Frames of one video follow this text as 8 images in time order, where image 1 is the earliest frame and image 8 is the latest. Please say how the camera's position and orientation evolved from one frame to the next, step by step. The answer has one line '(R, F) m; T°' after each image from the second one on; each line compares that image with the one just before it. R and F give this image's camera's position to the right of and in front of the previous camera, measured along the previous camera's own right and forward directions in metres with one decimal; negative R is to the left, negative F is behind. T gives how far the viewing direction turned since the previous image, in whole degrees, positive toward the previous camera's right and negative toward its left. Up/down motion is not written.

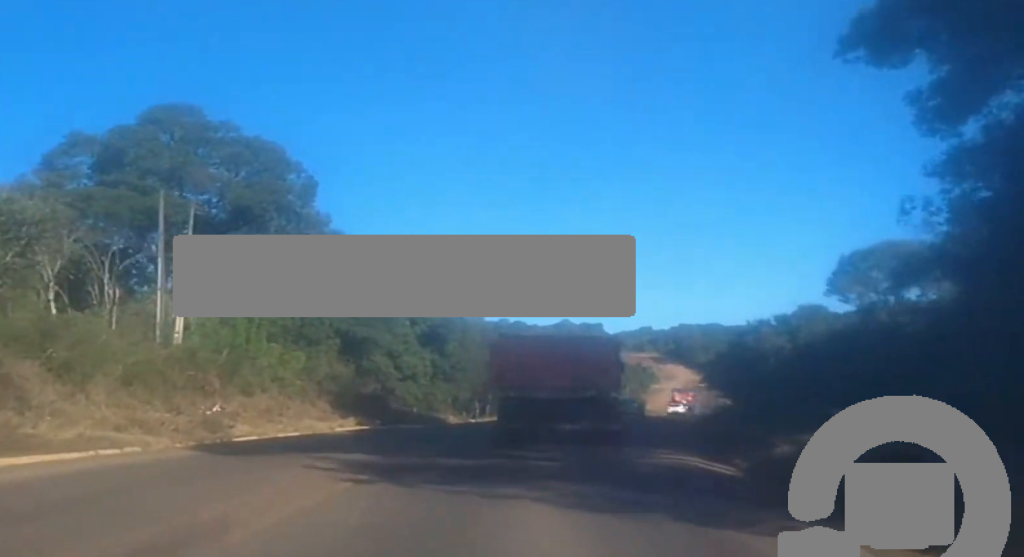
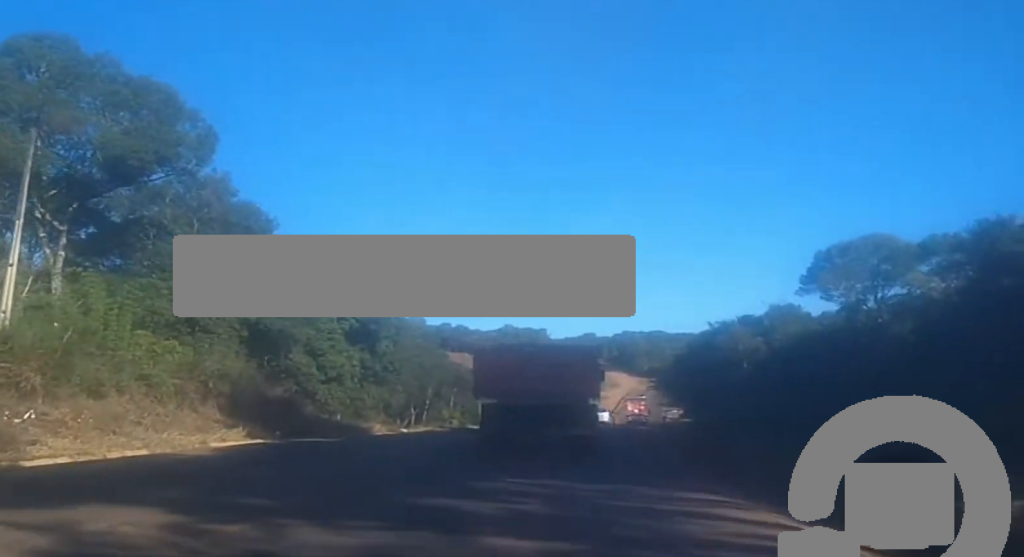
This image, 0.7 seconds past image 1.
(0.0, +9.0) m; +2°
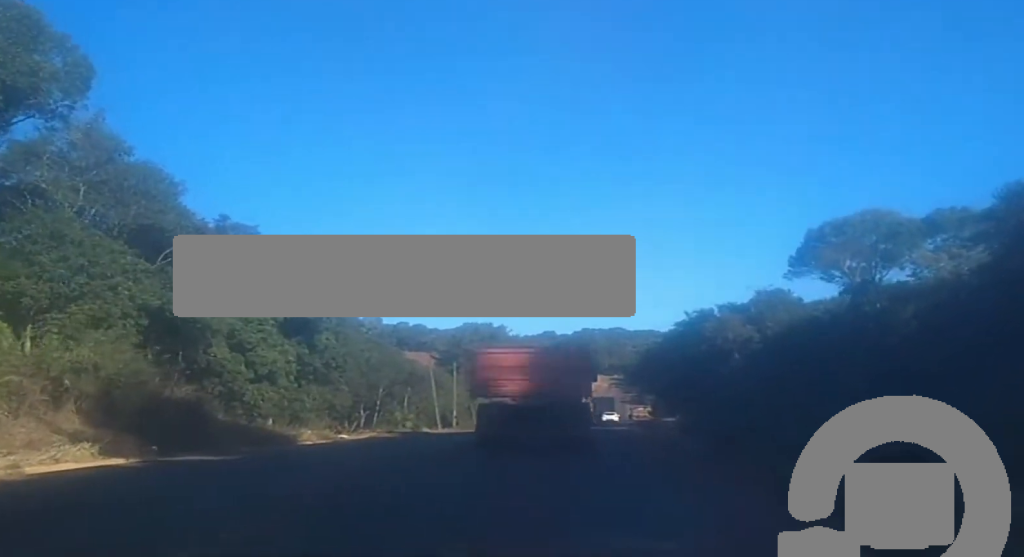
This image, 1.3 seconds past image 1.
(+0.1, +8.6) m; +2°
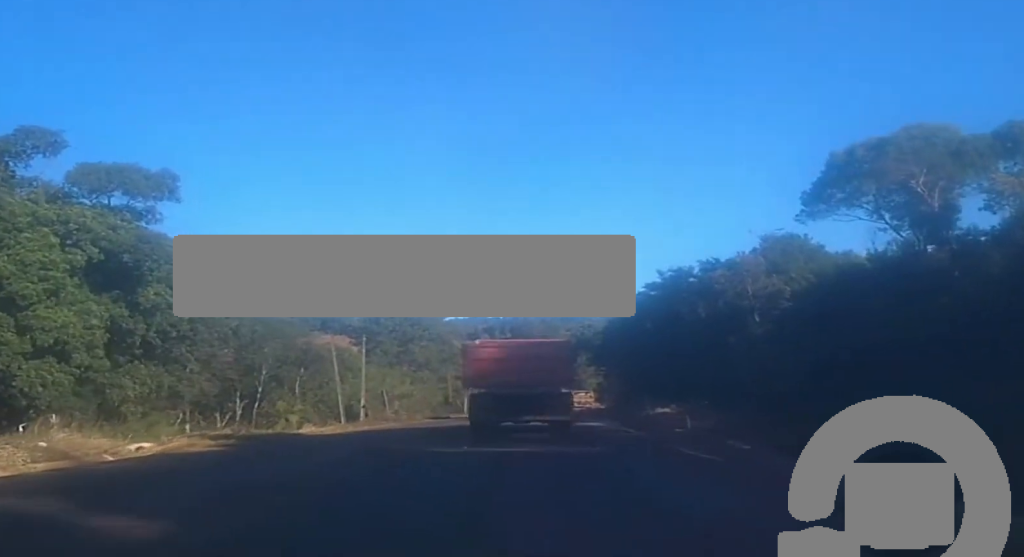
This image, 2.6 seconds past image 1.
(+0.6, +18.3) m; +5°
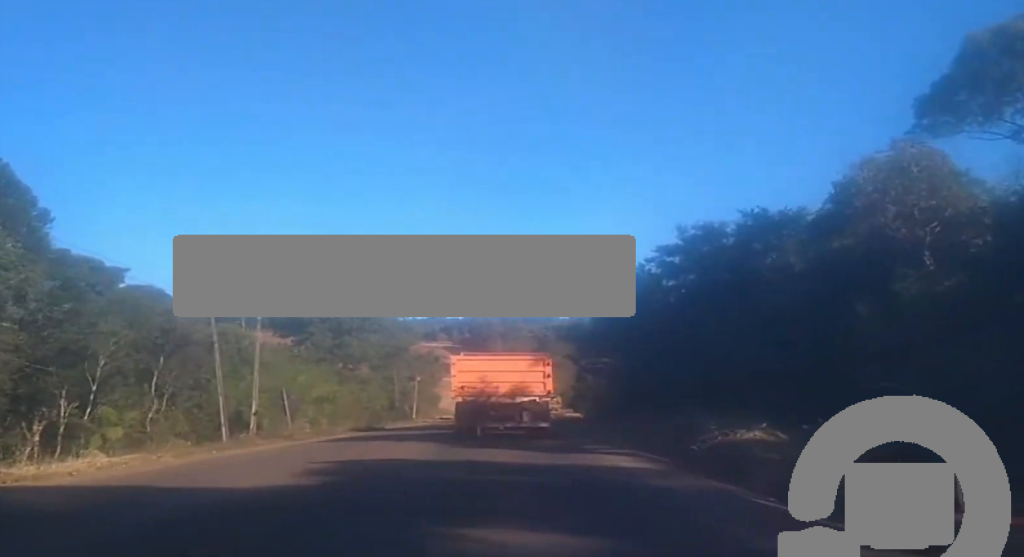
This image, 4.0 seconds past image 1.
(+1.1, +18.8) m; +4°
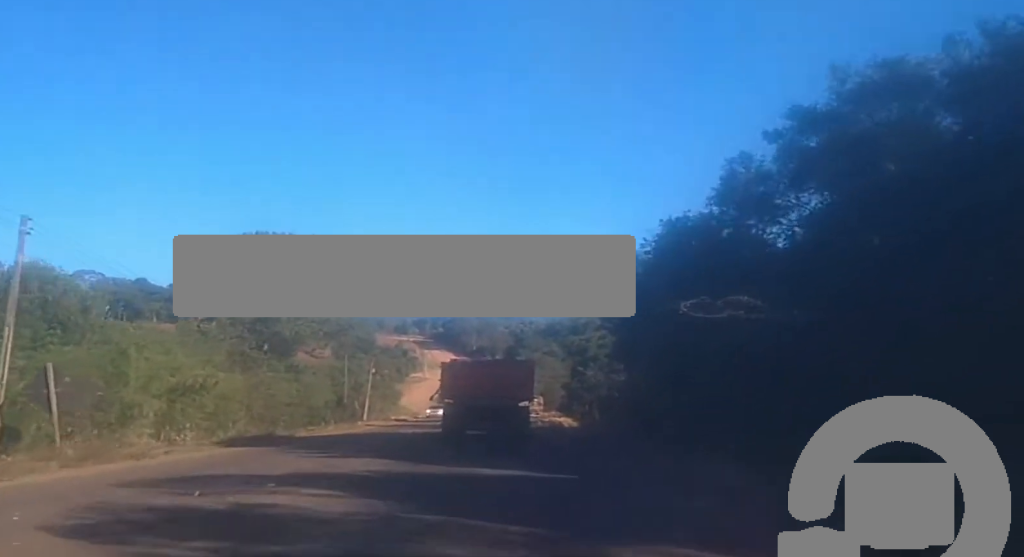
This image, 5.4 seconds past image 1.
(-0.3, +22.1) m; 0°
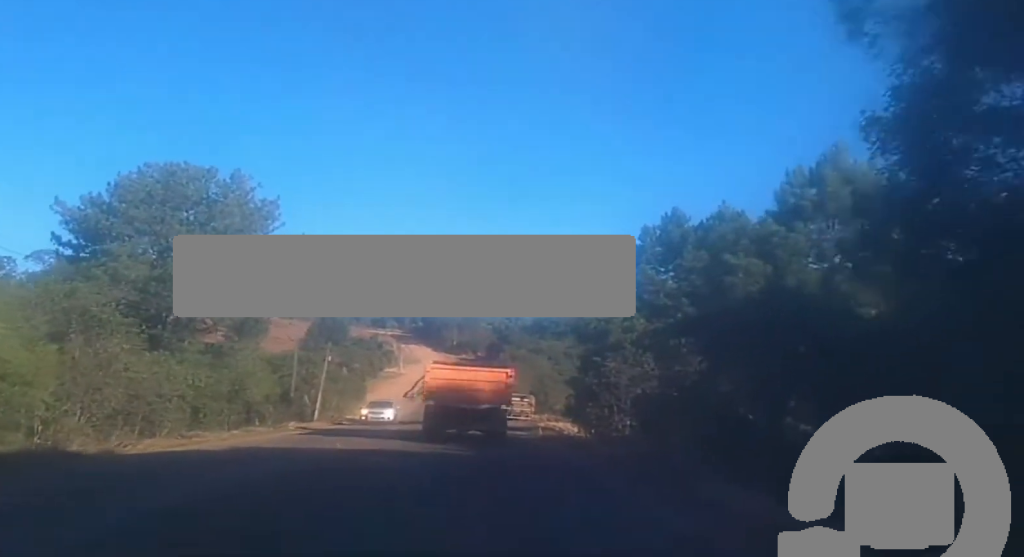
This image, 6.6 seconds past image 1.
(+0.2, +18.8) m; 0°
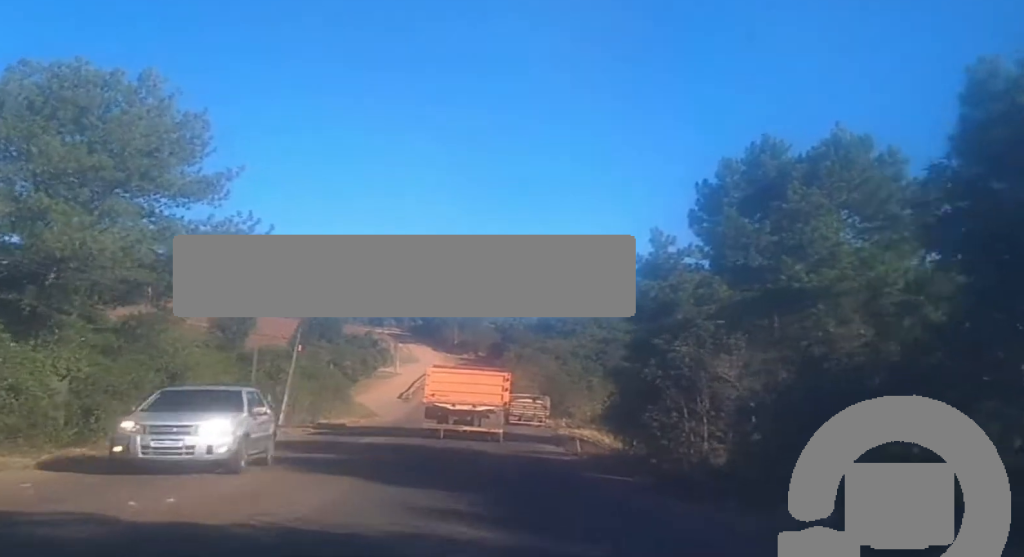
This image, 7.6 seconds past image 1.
(-0.2, +16.0) m; -1°
